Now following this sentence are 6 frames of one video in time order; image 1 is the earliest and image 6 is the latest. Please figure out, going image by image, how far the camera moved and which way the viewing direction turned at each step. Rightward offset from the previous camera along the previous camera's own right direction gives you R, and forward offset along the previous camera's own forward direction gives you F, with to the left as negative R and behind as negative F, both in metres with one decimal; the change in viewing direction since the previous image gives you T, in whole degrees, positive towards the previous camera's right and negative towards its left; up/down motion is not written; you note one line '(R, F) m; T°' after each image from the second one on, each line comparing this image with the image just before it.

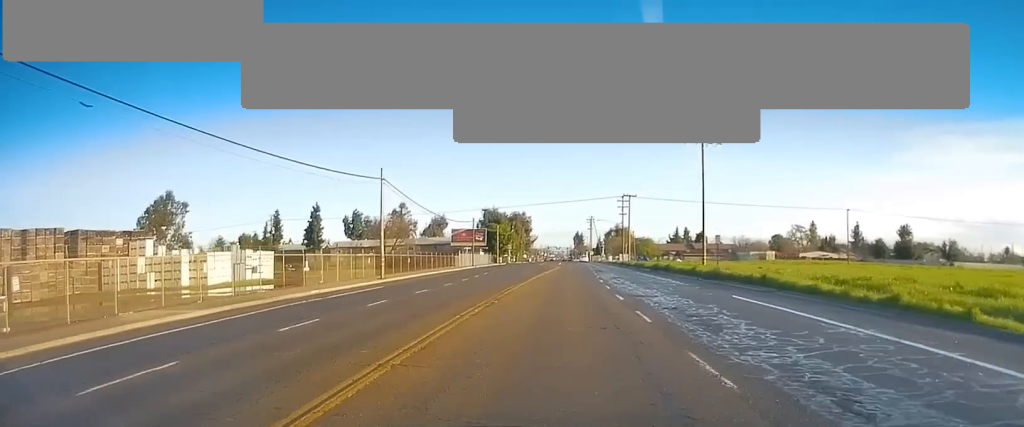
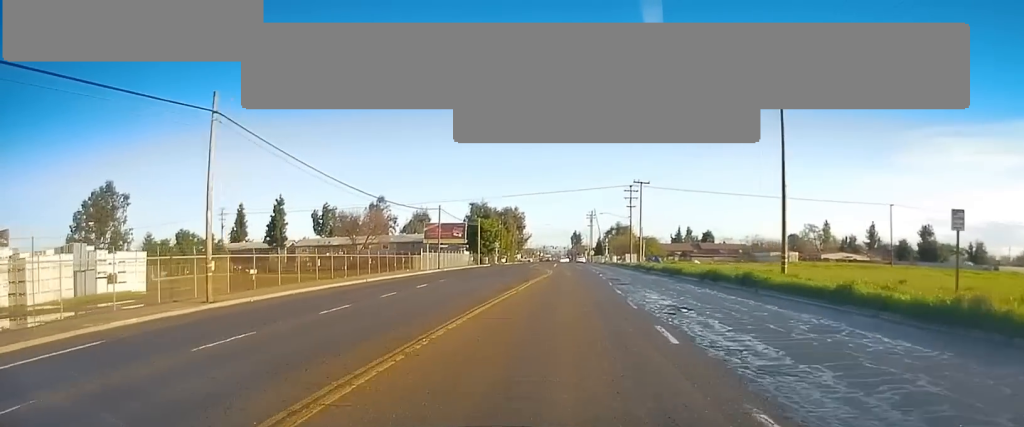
(0.0, +24.2) m; 0°
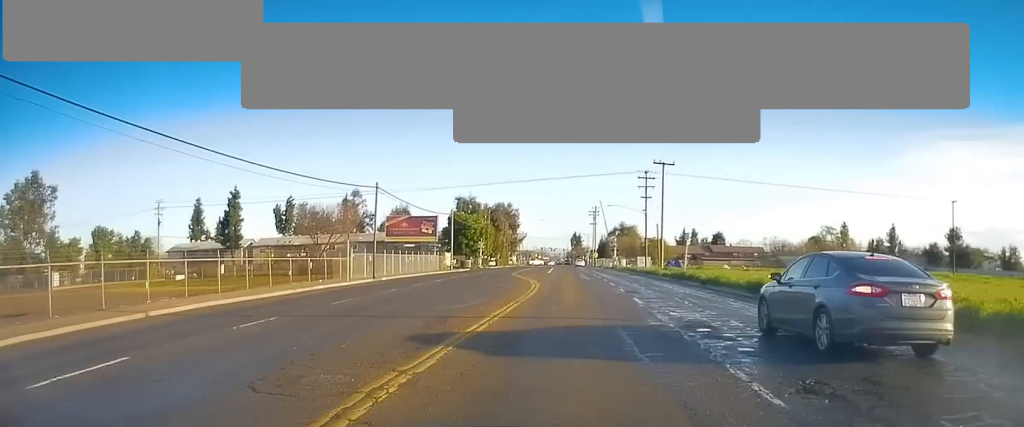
(0.0, +24.9) m; +1°
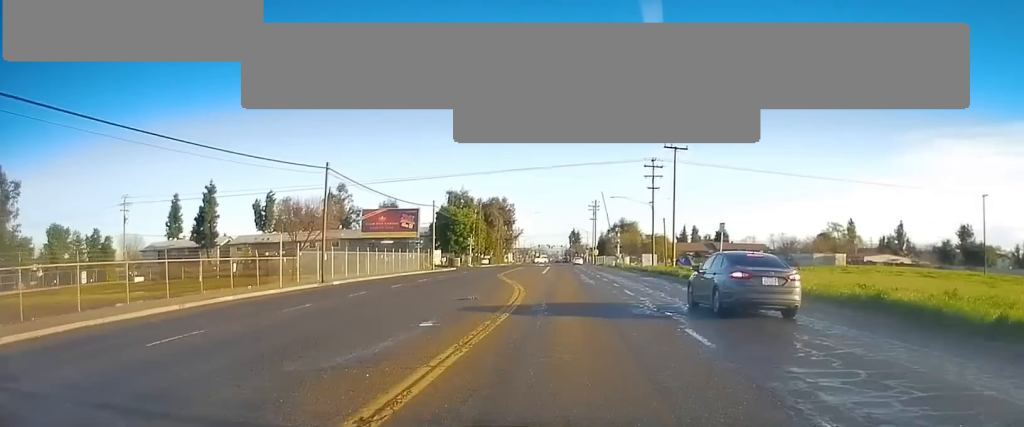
(-0.1, +10.5) m; +1°
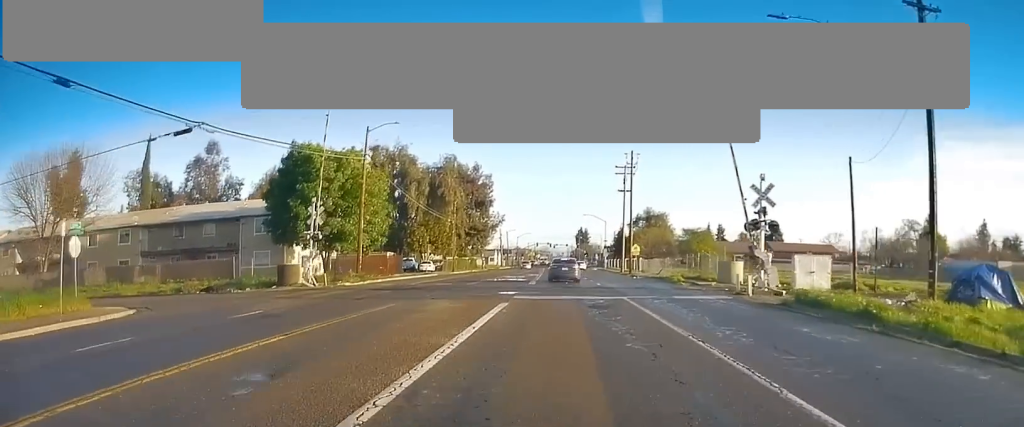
(-0.8, +70.4) m; -1°
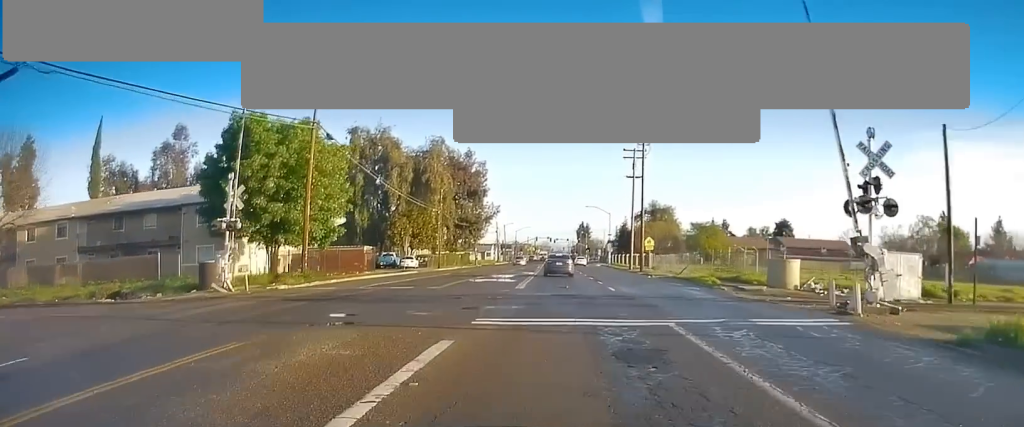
(-0.1, +10.8) m; +1°
